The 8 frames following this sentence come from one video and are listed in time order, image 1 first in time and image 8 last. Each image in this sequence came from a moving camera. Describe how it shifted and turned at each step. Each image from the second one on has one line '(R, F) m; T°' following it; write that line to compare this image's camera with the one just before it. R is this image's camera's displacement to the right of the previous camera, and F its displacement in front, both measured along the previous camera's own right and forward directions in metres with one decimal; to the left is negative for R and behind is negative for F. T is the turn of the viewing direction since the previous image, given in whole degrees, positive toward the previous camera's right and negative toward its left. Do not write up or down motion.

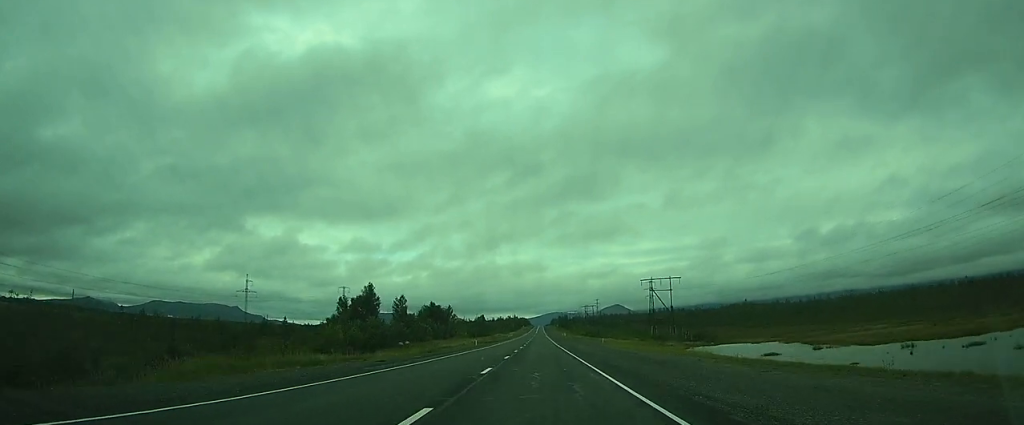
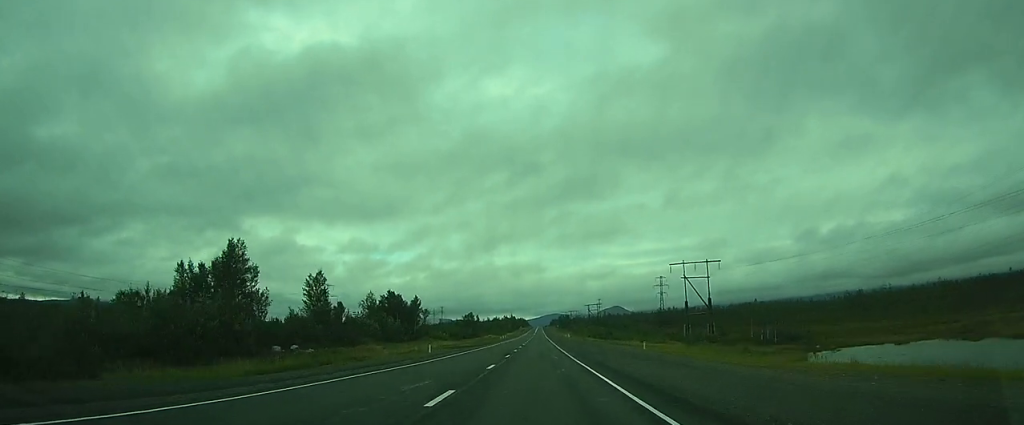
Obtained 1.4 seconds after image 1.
(+0.1, +33.6) m; -1°
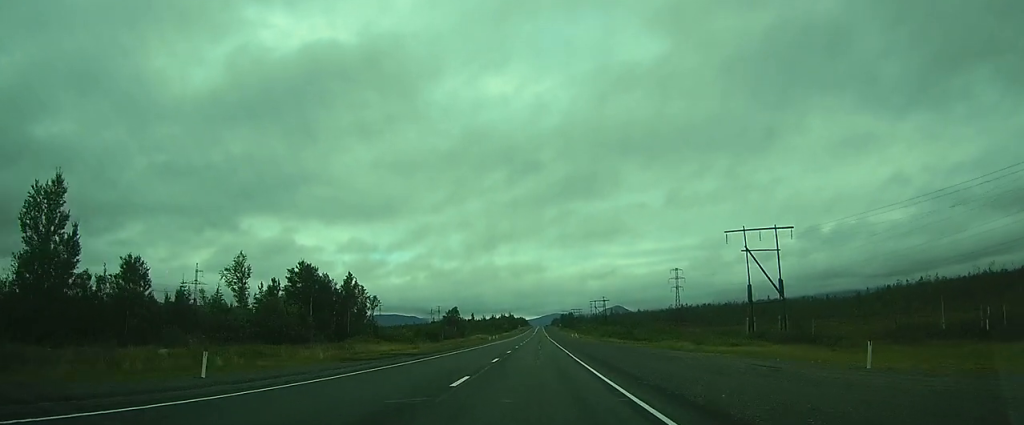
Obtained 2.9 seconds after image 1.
(-0.6, +33.8) m; -2°
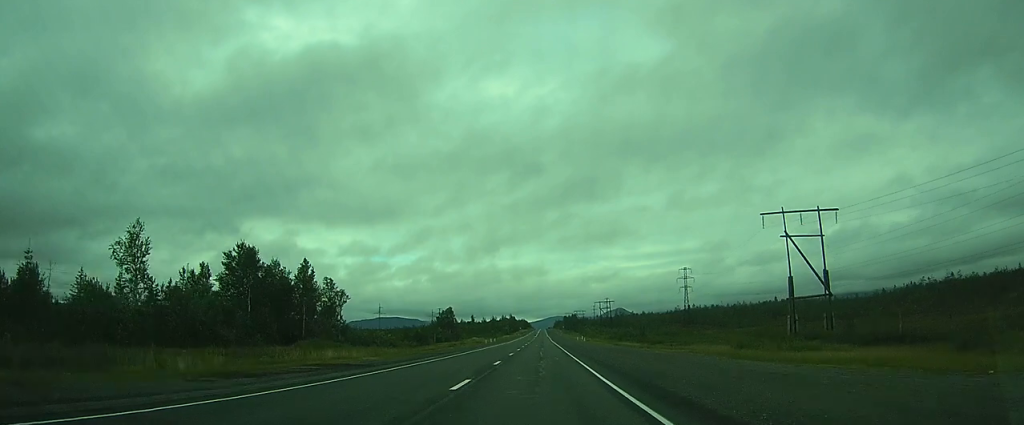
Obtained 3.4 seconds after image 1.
(0.0, +12.6) m; 0°
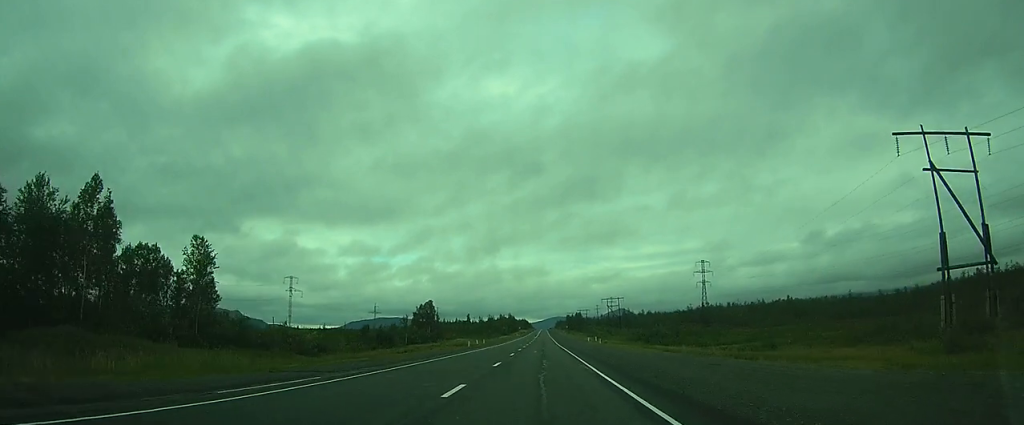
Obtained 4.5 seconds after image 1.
(0.0, +26.9) m; 0°
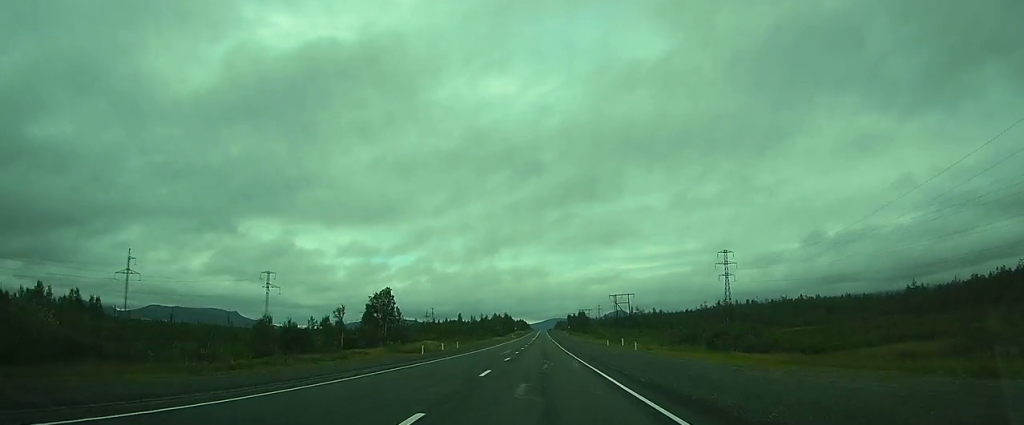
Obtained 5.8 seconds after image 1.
(-0.2, +30.7) m; -1°
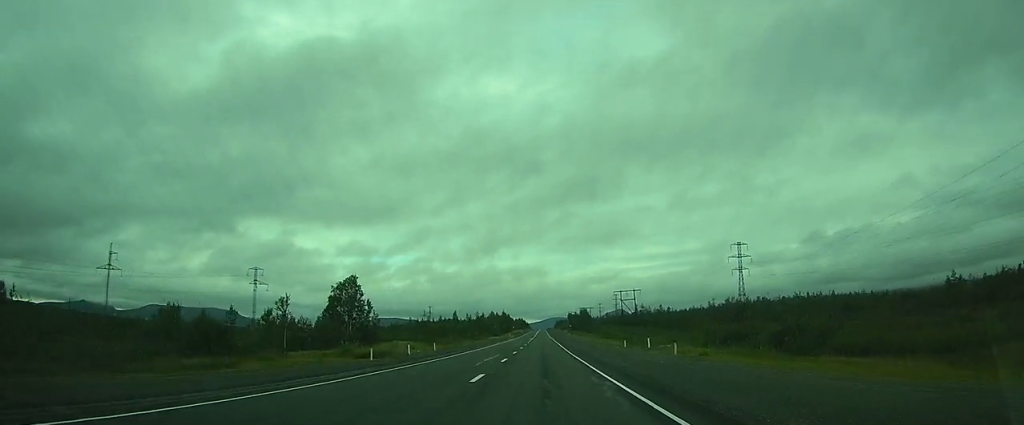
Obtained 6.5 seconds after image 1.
(0.0, +14.9) m; 0°
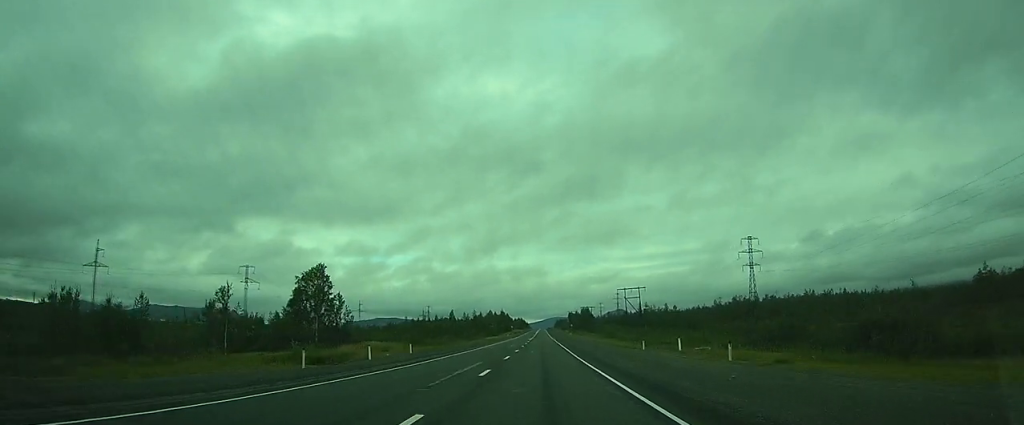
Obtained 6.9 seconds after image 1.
(-0.1, +10.2) m; 0°
